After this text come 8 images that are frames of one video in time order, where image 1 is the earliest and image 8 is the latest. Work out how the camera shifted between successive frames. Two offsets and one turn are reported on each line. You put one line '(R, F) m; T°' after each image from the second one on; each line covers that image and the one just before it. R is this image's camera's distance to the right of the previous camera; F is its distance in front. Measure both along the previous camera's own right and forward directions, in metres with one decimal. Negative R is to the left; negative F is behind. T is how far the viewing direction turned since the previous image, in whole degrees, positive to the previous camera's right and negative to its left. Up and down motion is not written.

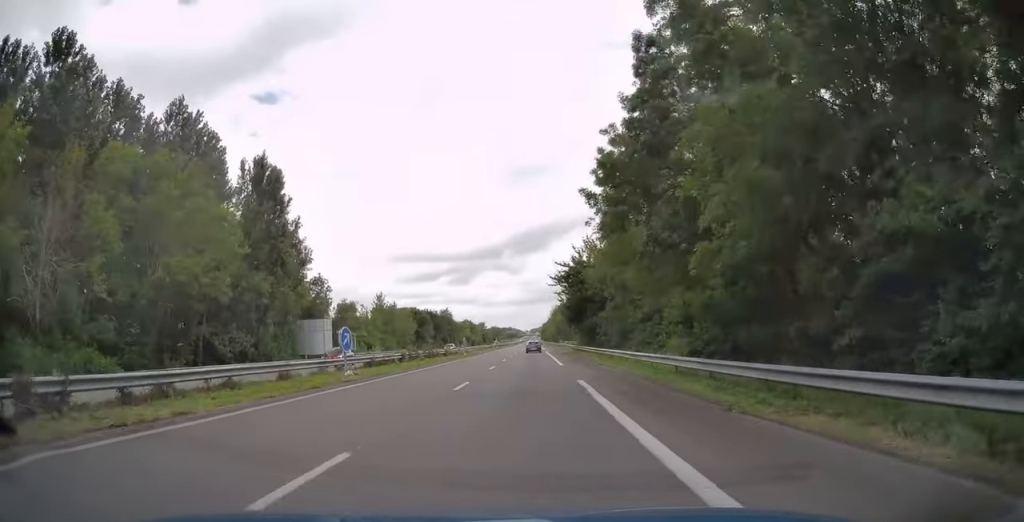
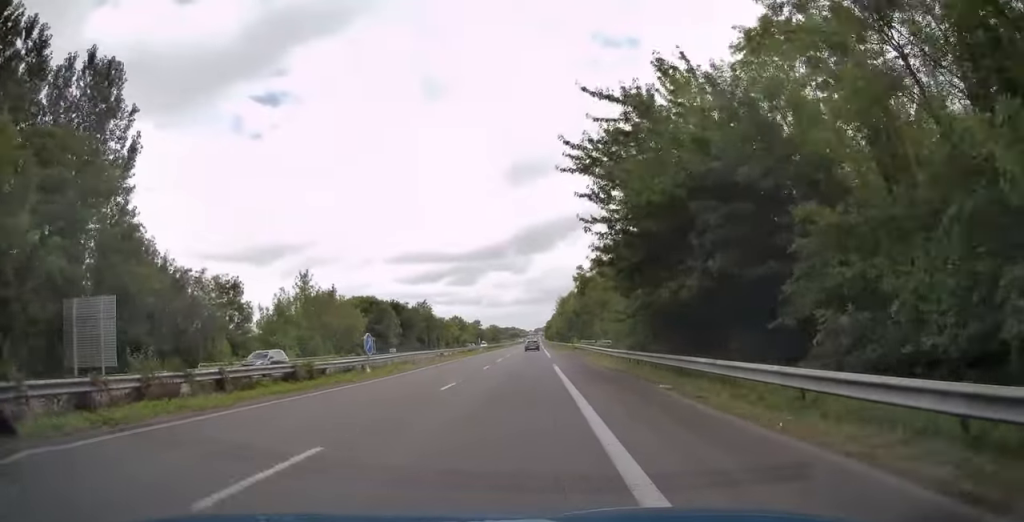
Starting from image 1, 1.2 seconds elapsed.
(+0.1, +38.5) m; 0°
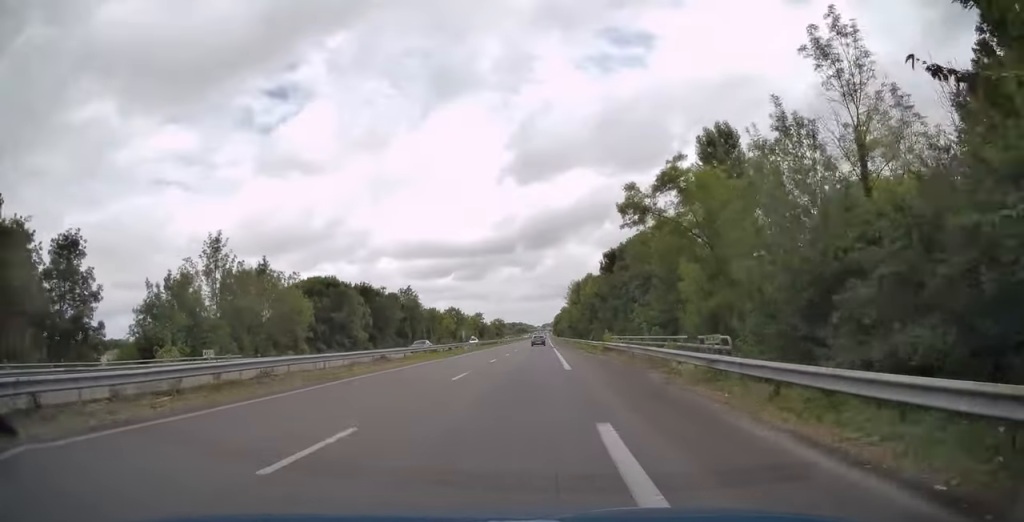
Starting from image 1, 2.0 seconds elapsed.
(-0.1, +24.6) m; -1°
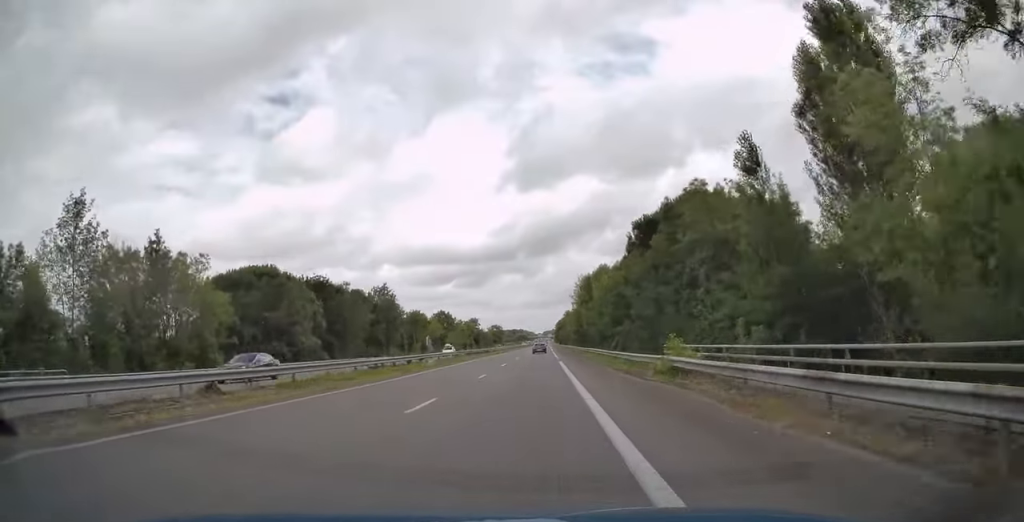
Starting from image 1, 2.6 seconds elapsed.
(-0.1, +19.8) m; 0°
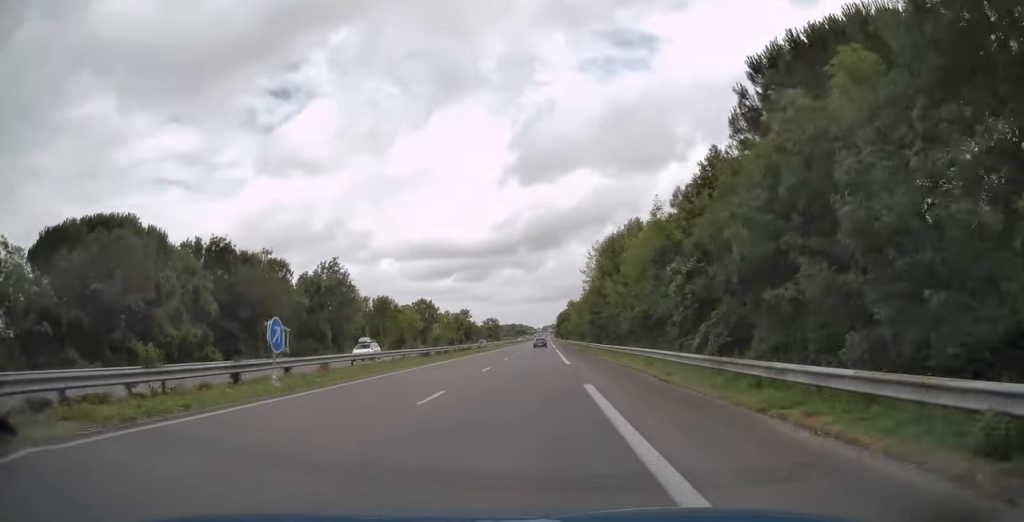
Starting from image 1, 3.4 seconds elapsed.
(-0.2, +25.2) m; 0°
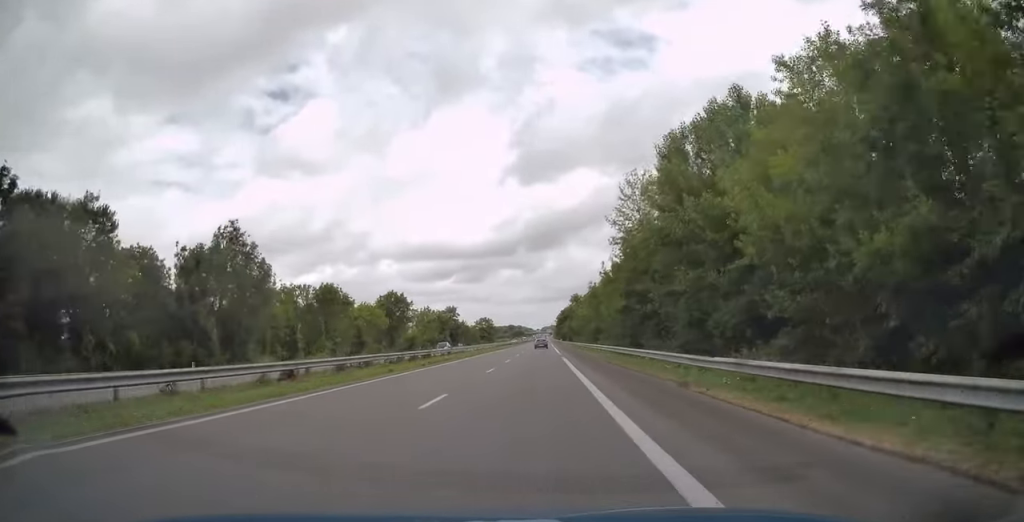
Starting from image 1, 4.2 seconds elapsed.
(+0.1, +26.2) m; 0°
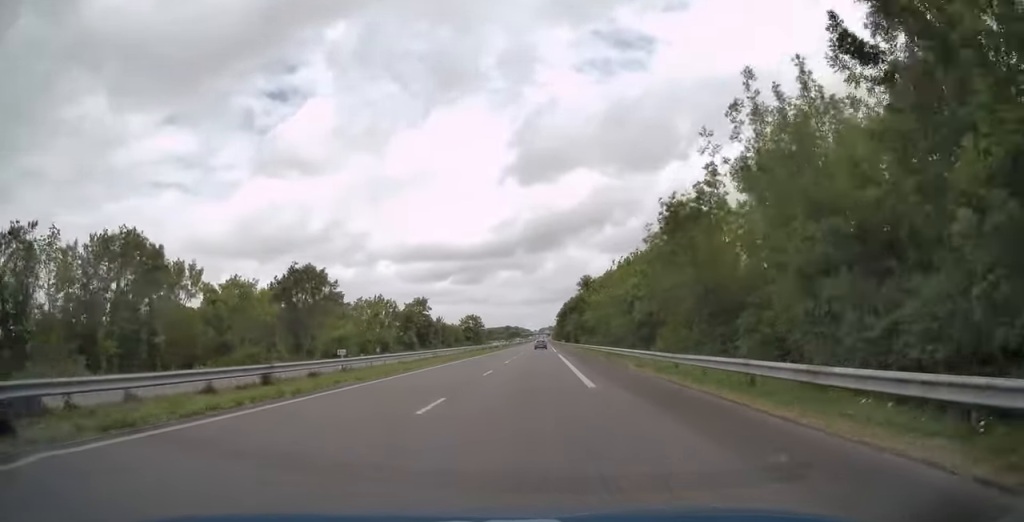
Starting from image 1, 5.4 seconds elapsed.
(0.0, +39.8) m; 0°
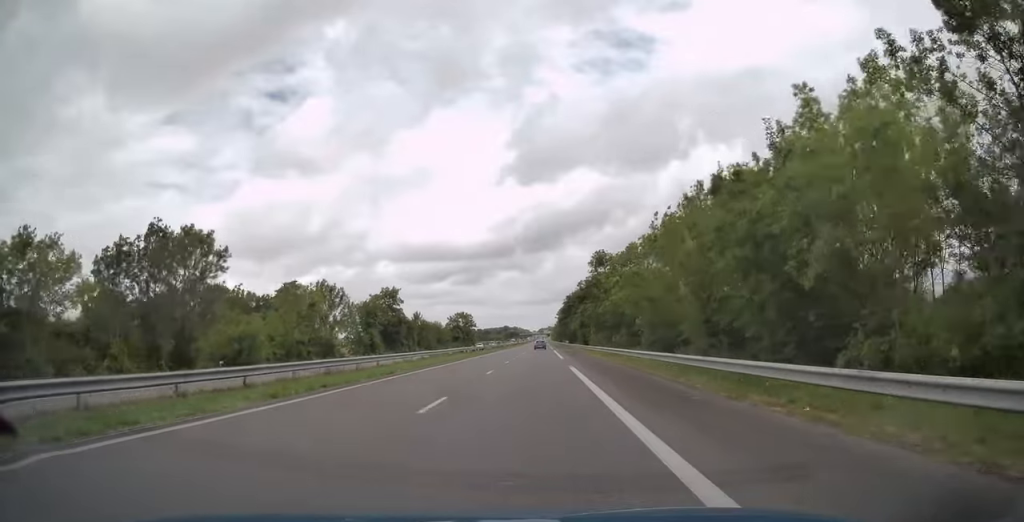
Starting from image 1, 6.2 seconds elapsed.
(+0.2, +25.8) m; 0°
